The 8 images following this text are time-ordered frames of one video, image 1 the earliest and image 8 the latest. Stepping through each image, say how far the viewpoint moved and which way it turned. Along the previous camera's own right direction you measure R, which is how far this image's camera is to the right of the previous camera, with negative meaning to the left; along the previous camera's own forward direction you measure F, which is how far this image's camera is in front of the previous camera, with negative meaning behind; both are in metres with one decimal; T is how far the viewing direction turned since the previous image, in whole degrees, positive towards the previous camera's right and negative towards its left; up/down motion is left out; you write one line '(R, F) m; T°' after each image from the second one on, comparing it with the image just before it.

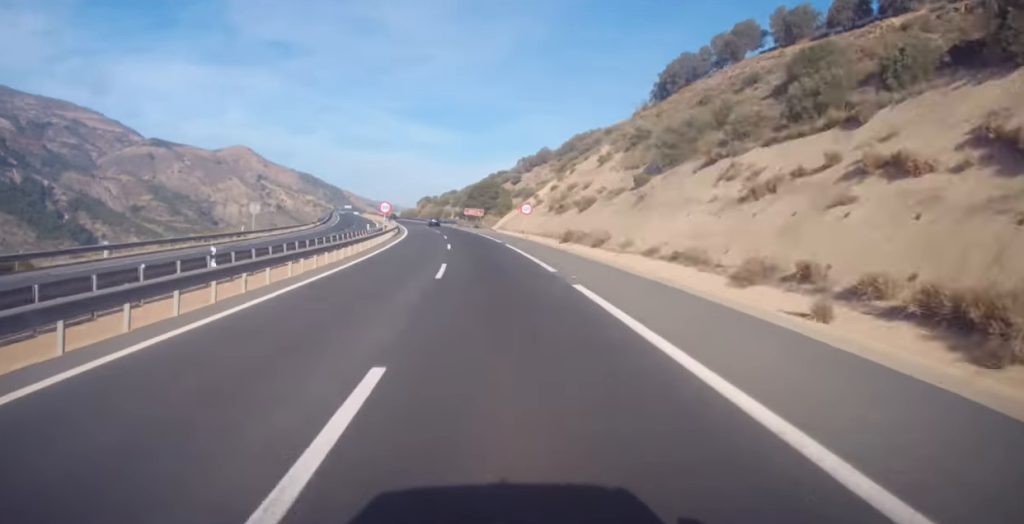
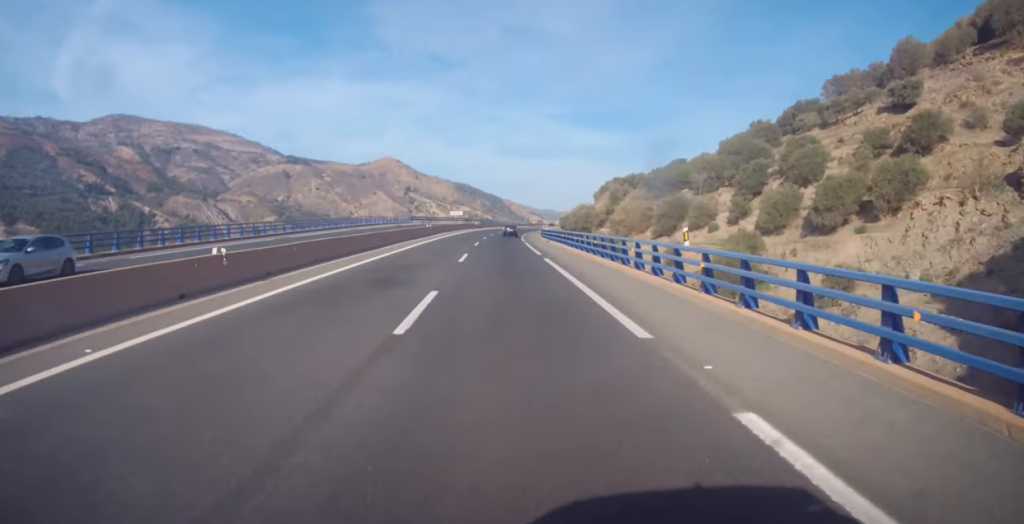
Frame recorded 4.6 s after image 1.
(-20.2, +160.4) m; -3°
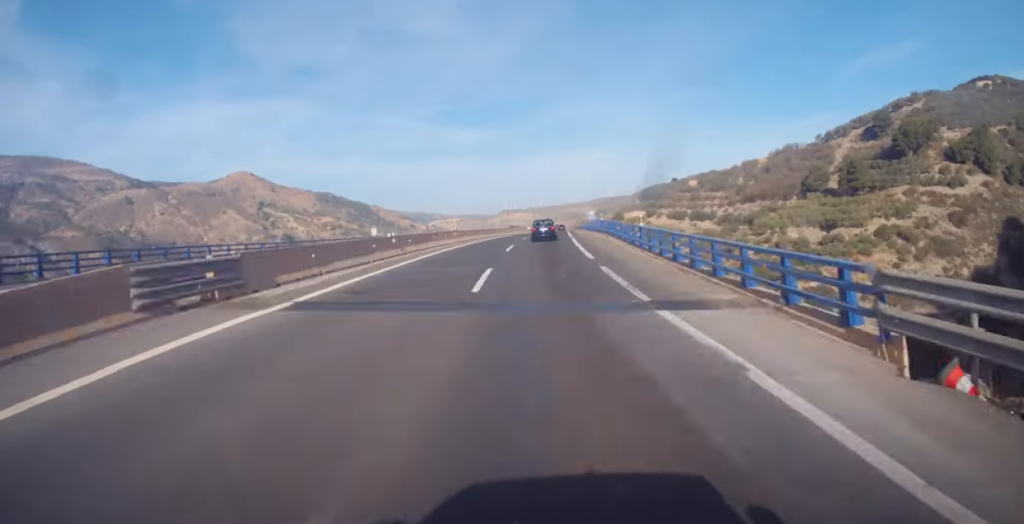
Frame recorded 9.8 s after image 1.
(+14.3, +186.7) m; +5°
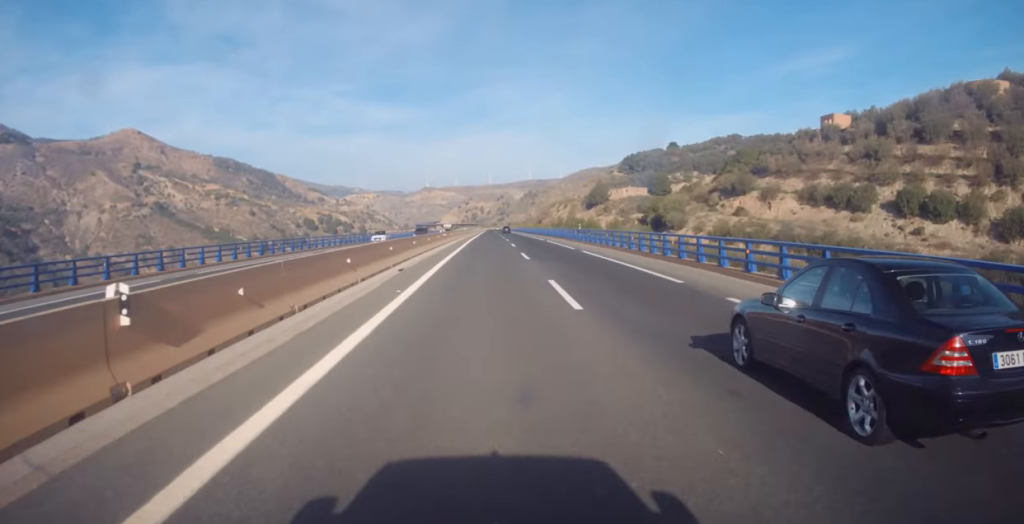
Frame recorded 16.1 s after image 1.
(+9.8, +224.5) m; +4°
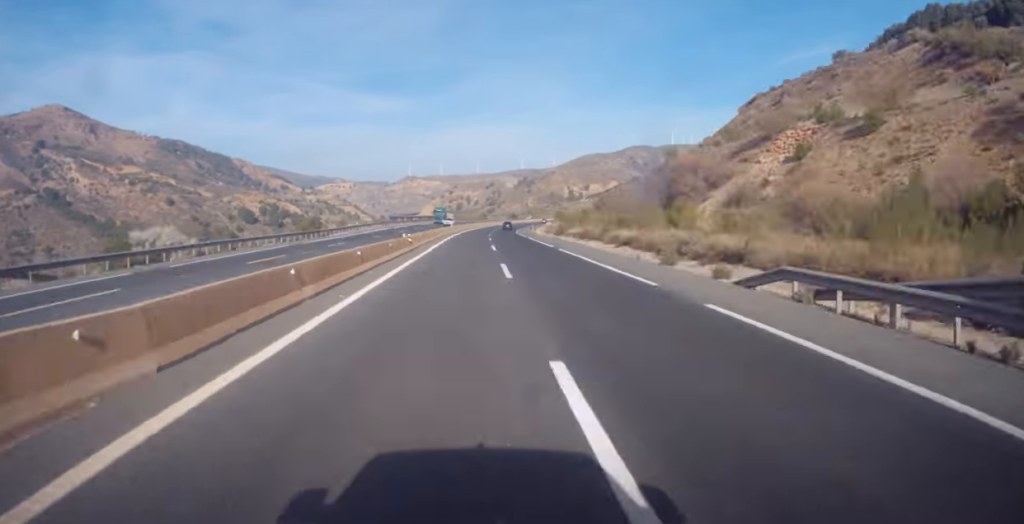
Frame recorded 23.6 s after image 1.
(+8.6, +265.3) m; +7°
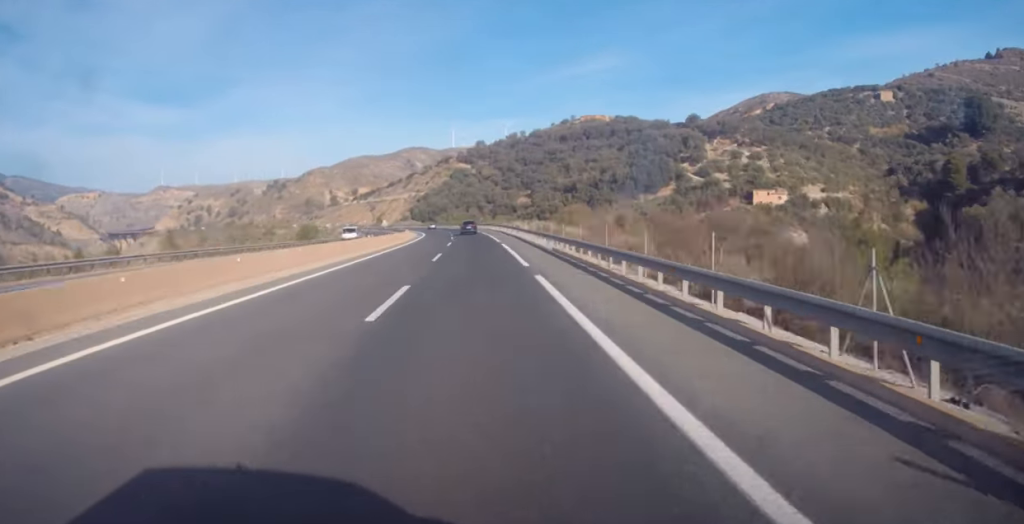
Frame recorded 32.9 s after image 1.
(+30.2, +328.0) m; +1°
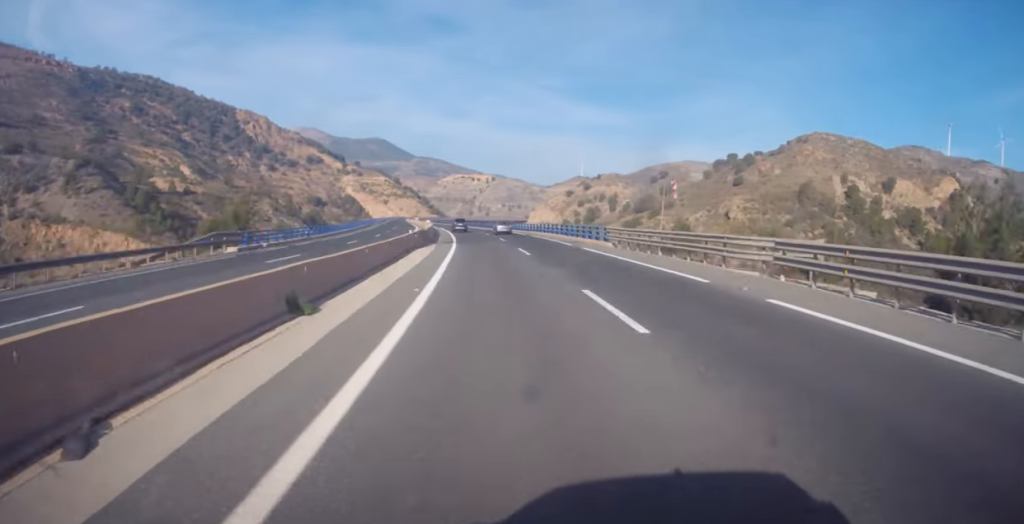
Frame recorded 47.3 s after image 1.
(-133.6, +481.0) m; -28°
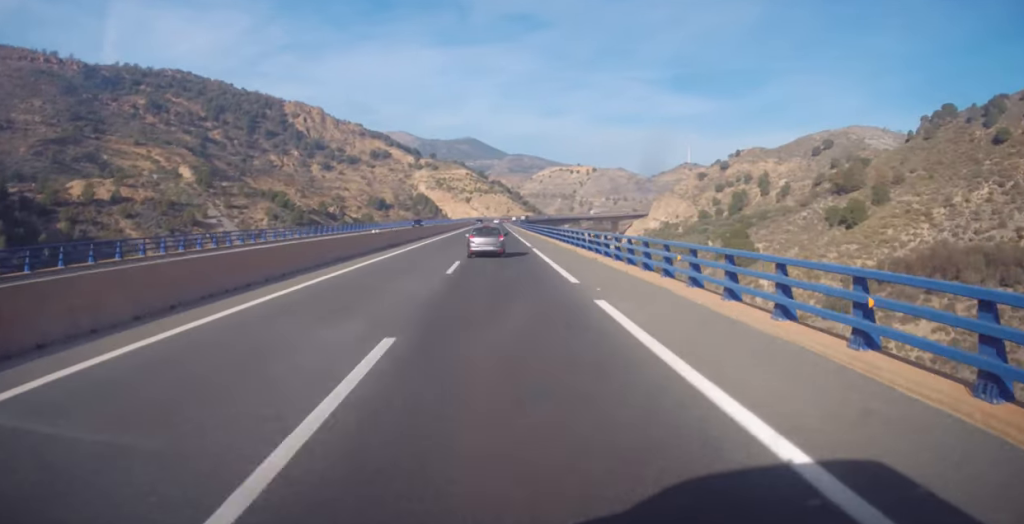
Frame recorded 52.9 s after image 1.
(-13.5, +194.5) m; -4°
